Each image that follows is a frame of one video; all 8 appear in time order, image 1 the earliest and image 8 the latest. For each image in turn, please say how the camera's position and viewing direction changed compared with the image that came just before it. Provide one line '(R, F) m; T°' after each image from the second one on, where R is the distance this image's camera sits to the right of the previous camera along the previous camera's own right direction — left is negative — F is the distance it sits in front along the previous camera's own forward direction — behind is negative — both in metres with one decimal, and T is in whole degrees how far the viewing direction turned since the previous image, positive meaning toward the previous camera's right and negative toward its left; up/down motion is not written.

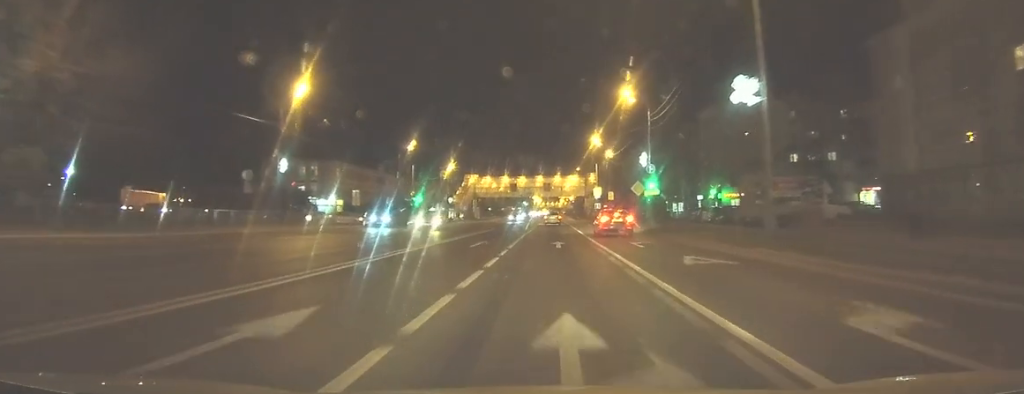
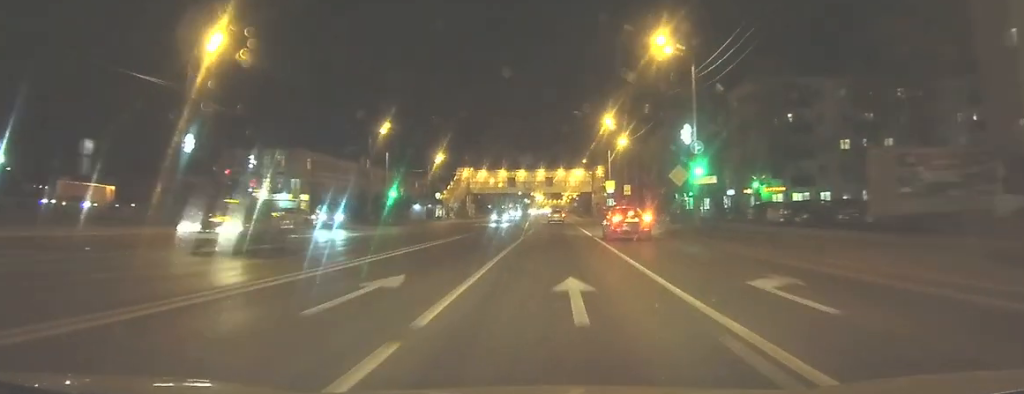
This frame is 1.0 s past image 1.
(+0.1, +15.3) m; +1°
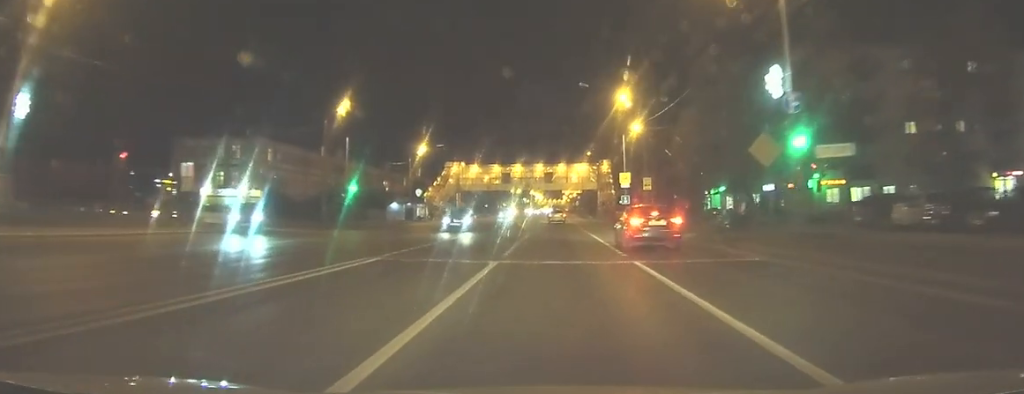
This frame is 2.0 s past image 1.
(0.0, +14.4) m; 0°
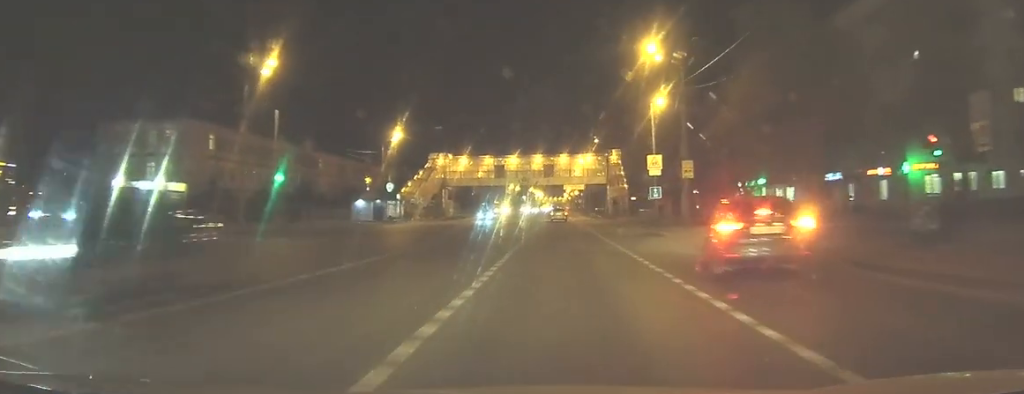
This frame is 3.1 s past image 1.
(-0.1, +16.1) m; 0°
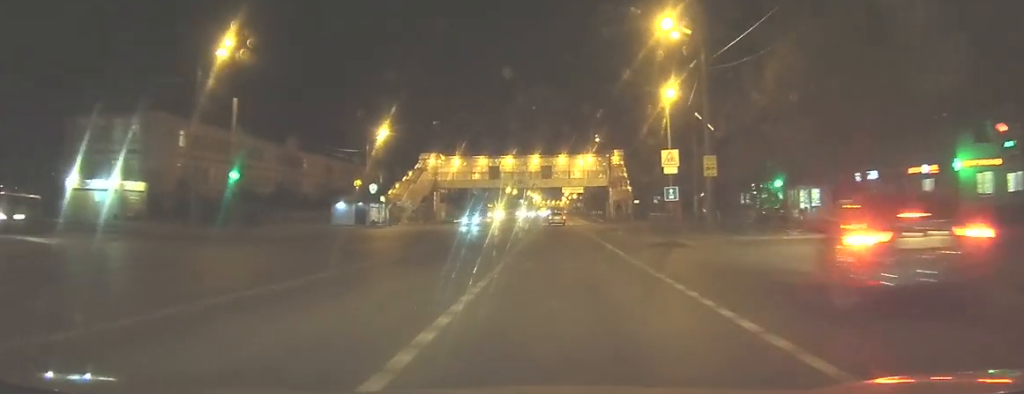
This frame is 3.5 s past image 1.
(0.0, +6.1) m; 0°
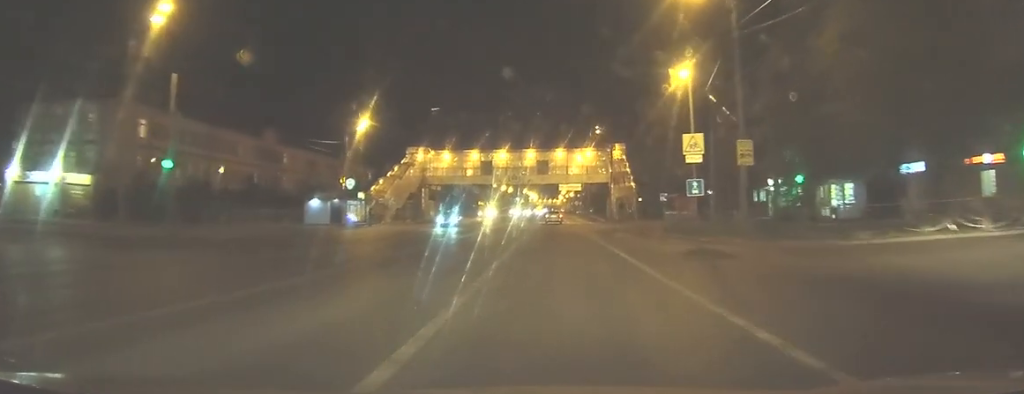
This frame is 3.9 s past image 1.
(0.0, +6.7) m; 0°
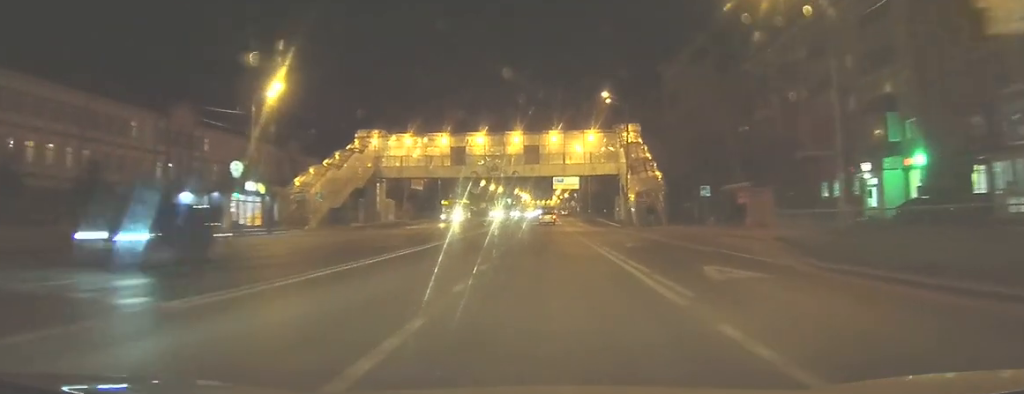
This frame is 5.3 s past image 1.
(+0.2, +21.5) m; +1°
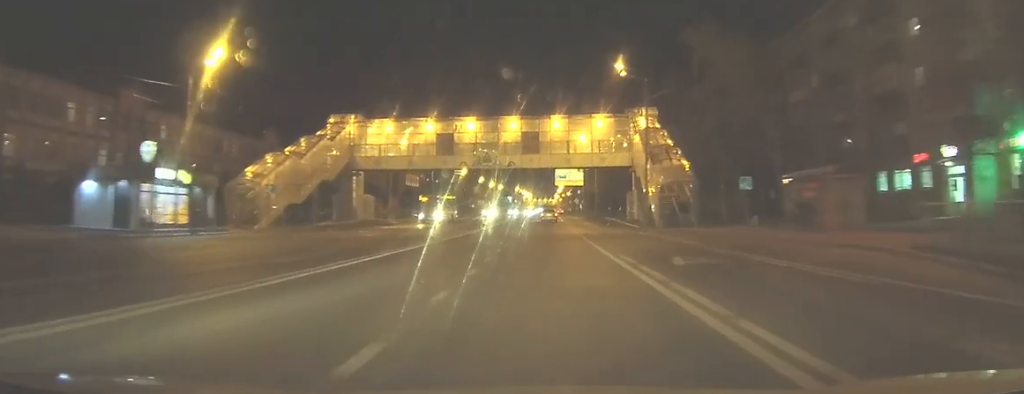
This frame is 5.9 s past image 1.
(0.0, +9.6) m; 0°
